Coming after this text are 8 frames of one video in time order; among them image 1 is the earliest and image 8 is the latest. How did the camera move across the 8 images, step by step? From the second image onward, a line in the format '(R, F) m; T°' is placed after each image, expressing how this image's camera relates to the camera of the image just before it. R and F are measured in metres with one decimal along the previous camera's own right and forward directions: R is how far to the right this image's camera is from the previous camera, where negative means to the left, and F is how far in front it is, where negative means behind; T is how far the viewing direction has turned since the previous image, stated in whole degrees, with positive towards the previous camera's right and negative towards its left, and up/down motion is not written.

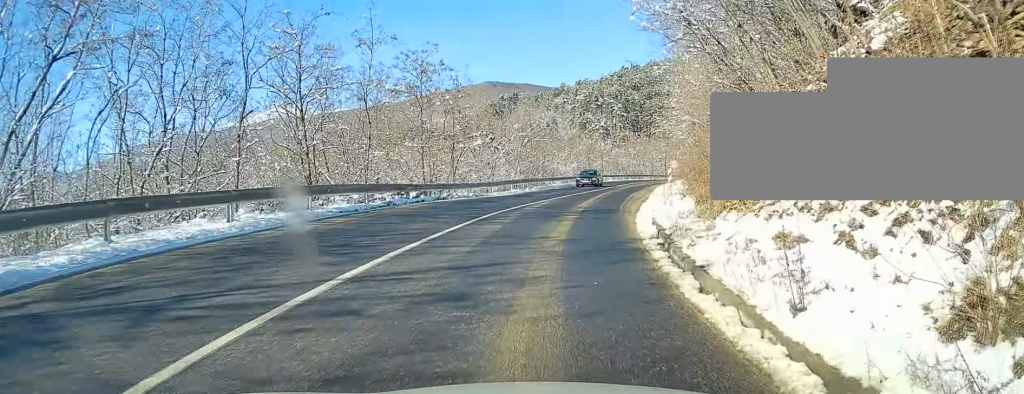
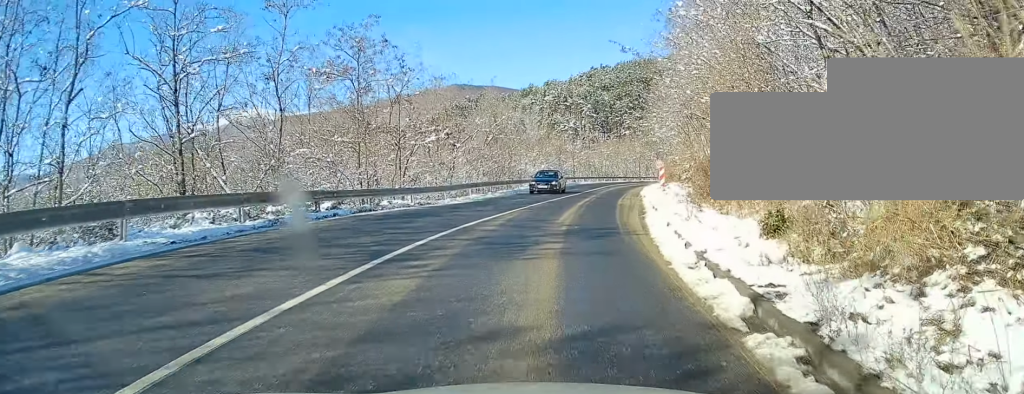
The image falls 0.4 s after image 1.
(0.0, +7.3) m; +2°
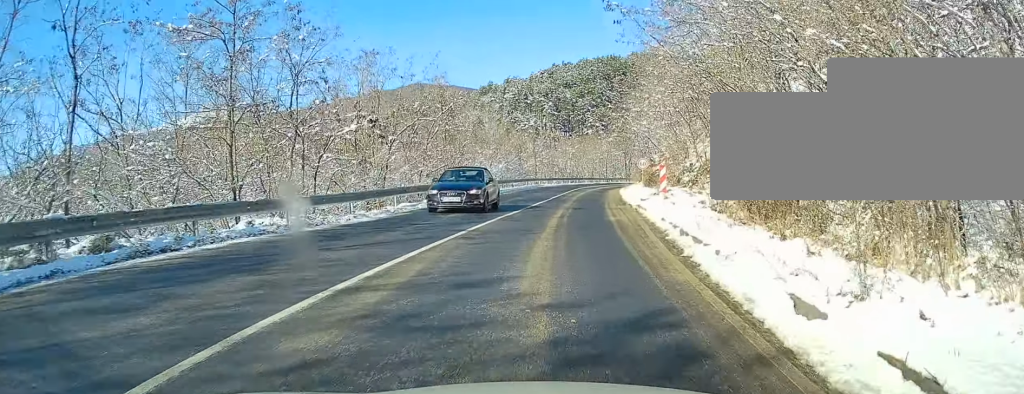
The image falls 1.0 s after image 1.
(+0.3, +9.6) m; +3°
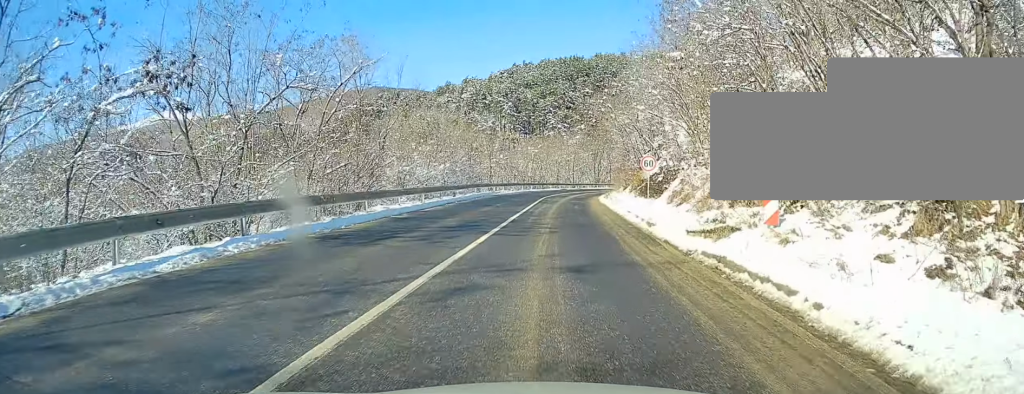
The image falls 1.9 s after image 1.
(+0.5, +14.7) m; +4°
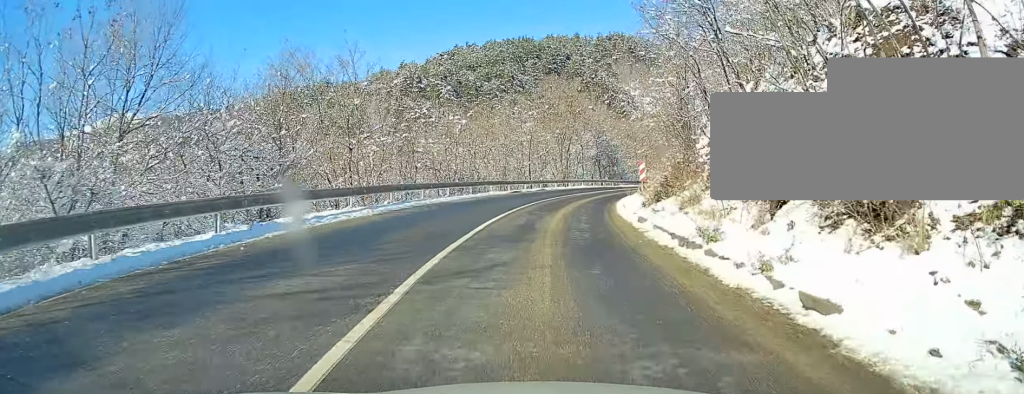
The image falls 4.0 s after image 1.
(+1.9, +36.1) m; +7°
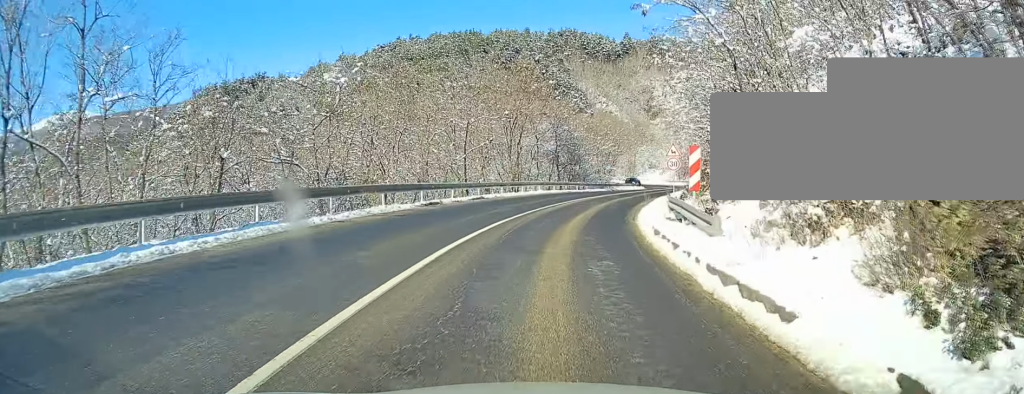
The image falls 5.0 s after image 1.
(+0.8, +18.0) m; +6°
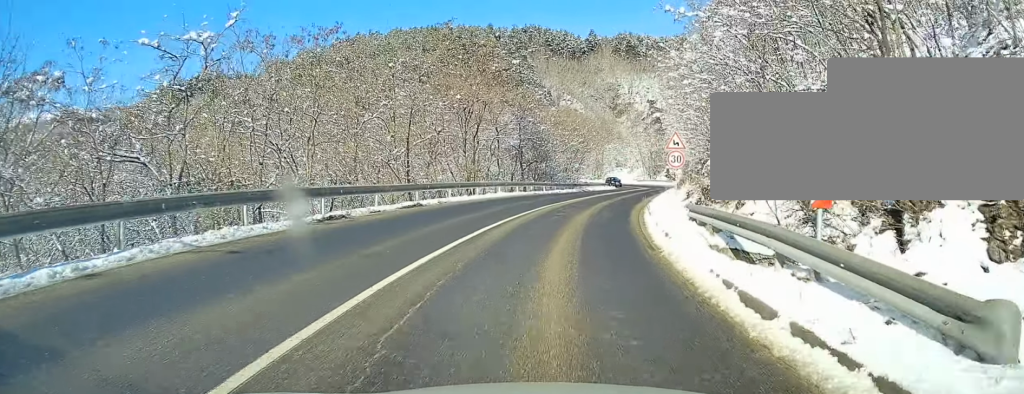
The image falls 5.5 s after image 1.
(+0.1, +8.2) m; +3°
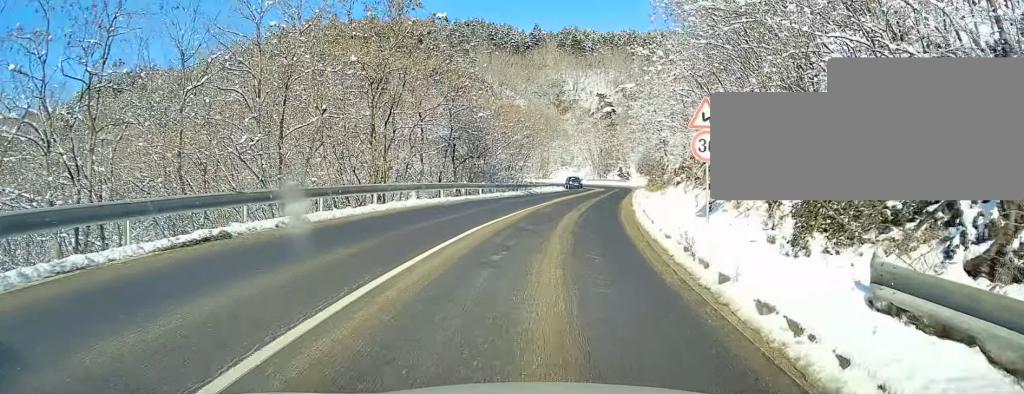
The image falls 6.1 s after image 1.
(+0.4, +11.0) m; +3°
